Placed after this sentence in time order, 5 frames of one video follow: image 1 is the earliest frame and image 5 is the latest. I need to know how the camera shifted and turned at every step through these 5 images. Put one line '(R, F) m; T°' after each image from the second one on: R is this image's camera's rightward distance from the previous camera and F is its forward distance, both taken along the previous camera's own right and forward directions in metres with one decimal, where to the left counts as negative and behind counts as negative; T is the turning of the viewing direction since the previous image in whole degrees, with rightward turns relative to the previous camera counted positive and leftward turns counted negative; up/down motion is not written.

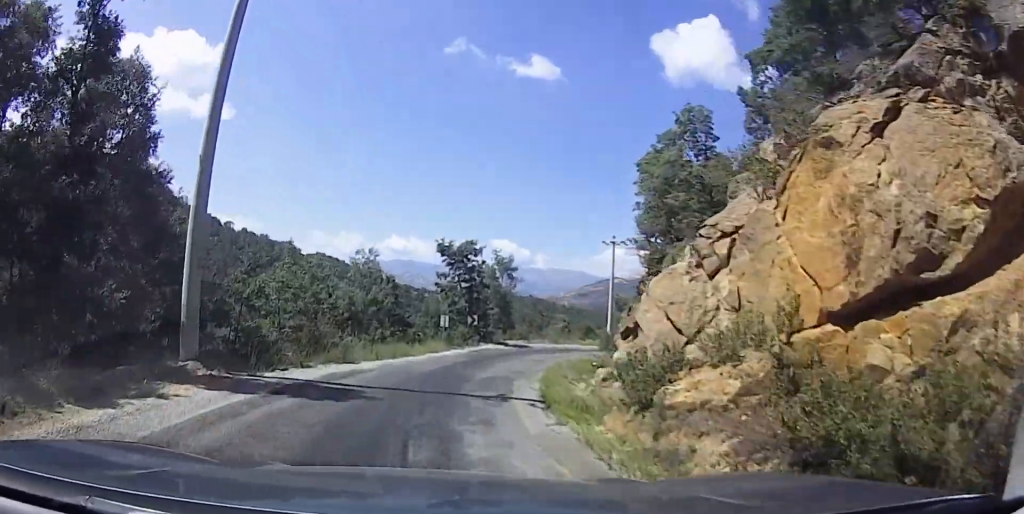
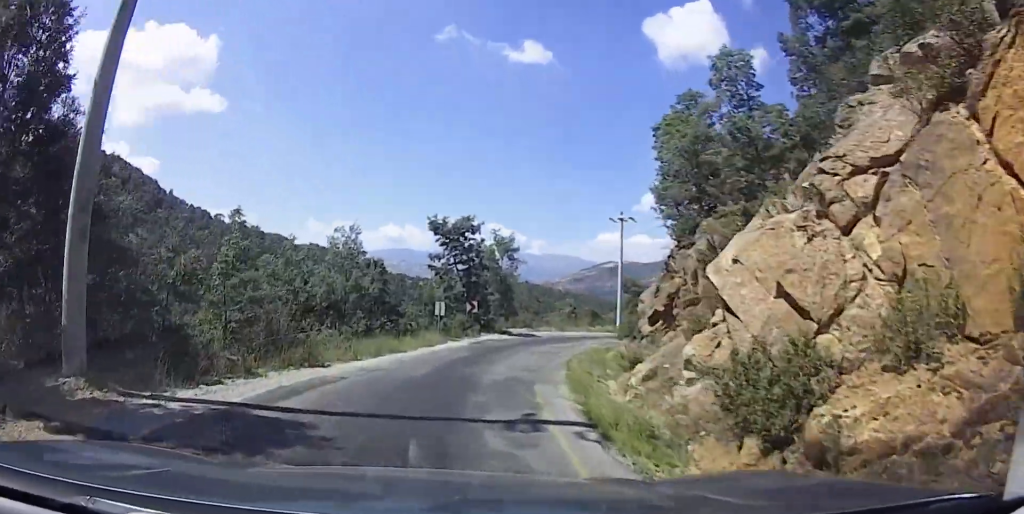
(0.0, +4.9) m; 0°
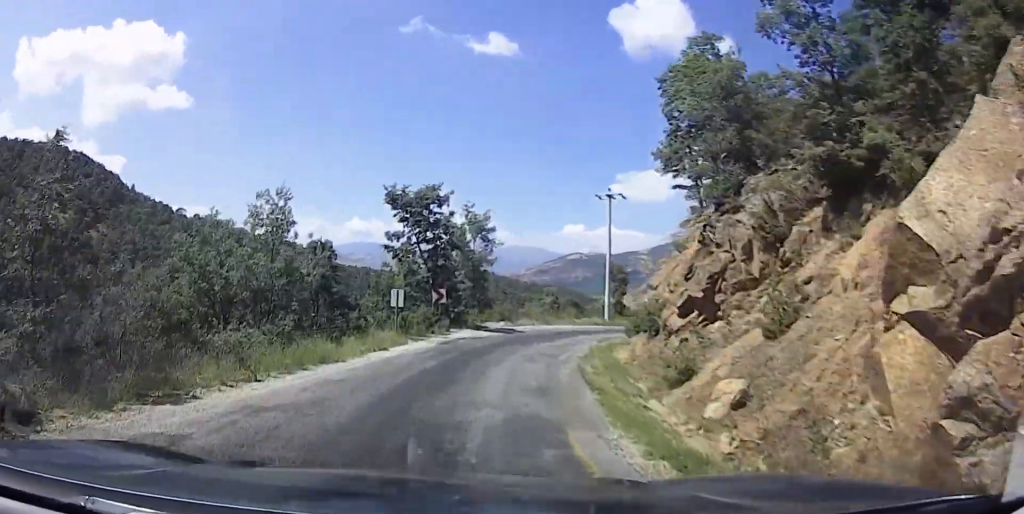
(0.0, +7.1) m; 0°
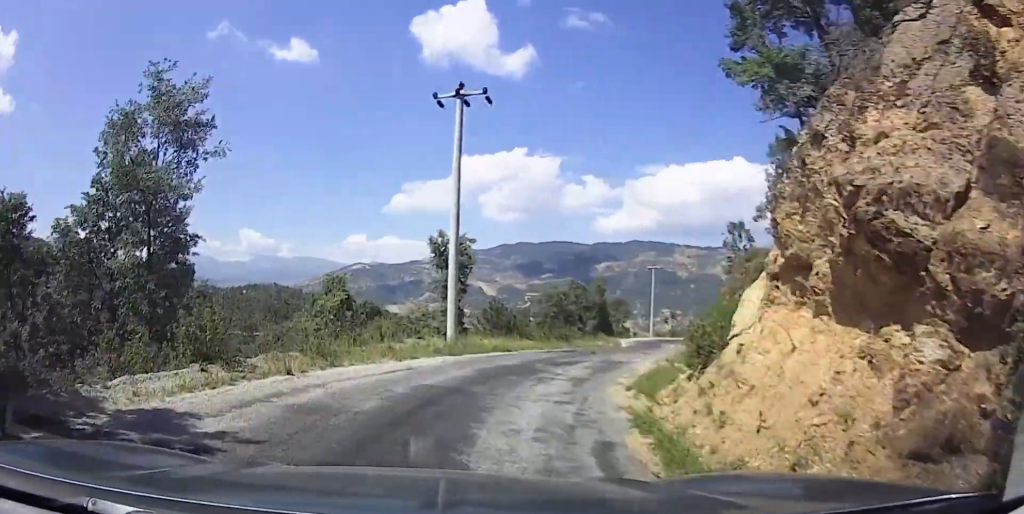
(+1.8, +23.4) m; +18°
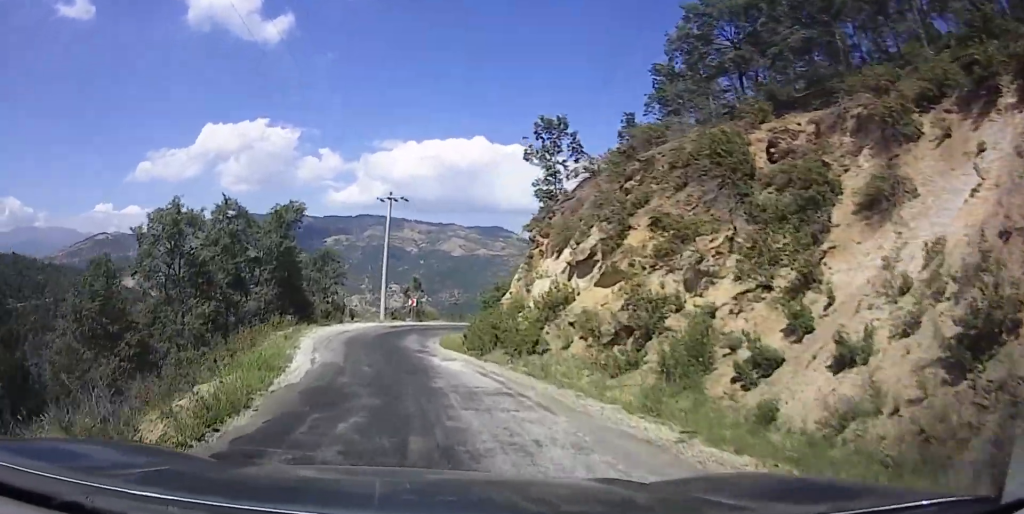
(+12.7, +34.7) m; +29°
